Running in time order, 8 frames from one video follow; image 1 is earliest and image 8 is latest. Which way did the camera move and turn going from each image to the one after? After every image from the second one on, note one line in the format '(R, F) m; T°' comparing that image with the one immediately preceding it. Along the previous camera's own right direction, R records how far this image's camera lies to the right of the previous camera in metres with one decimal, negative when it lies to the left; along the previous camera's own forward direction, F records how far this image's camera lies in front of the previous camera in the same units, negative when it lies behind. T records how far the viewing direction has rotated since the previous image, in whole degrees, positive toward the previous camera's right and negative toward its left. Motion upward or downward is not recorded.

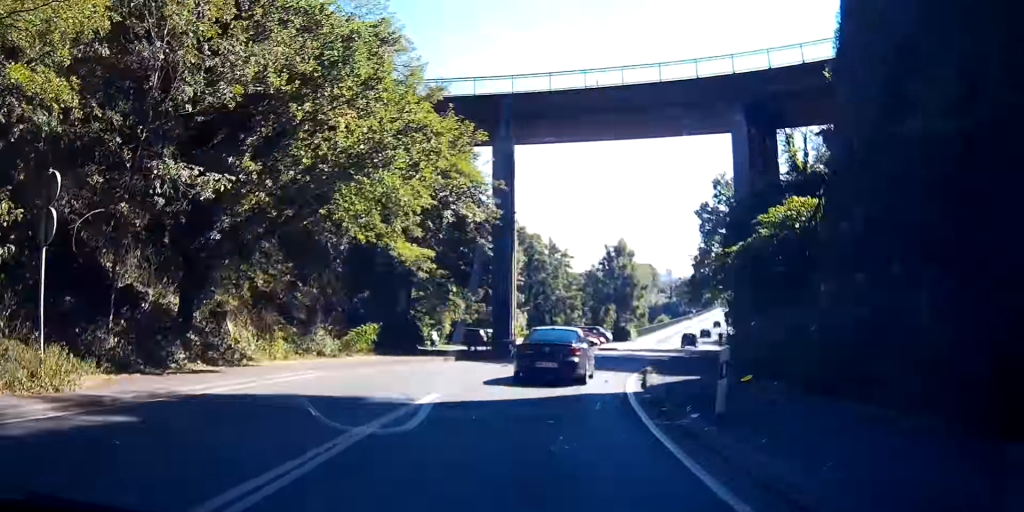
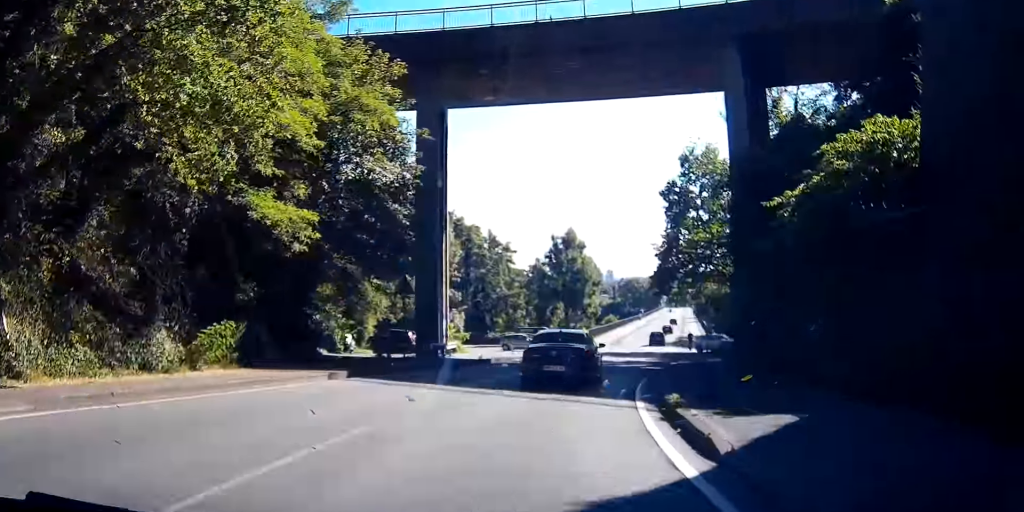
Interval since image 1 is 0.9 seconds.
(0.0, +9.9) m; +4°
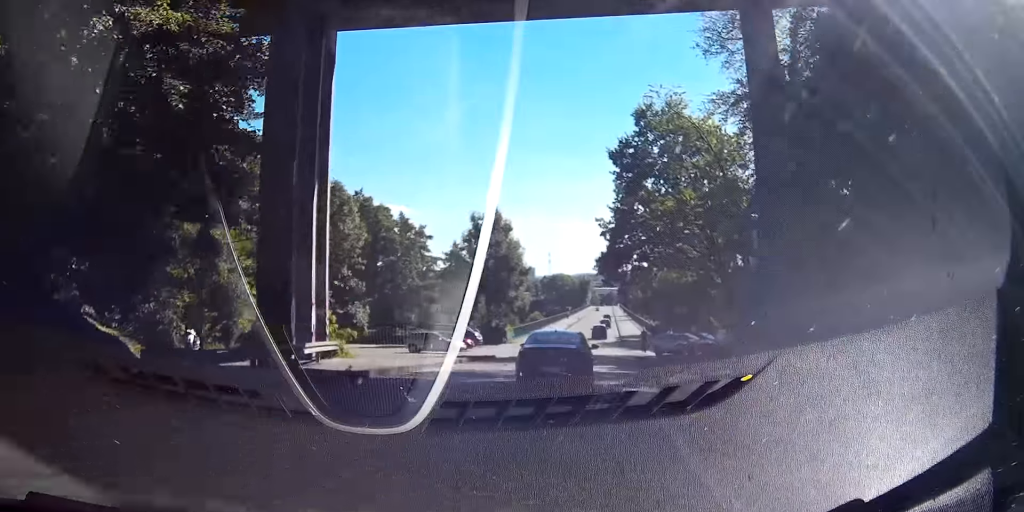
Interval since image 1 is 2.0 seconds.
(+0.9, +11.7) m; +5°
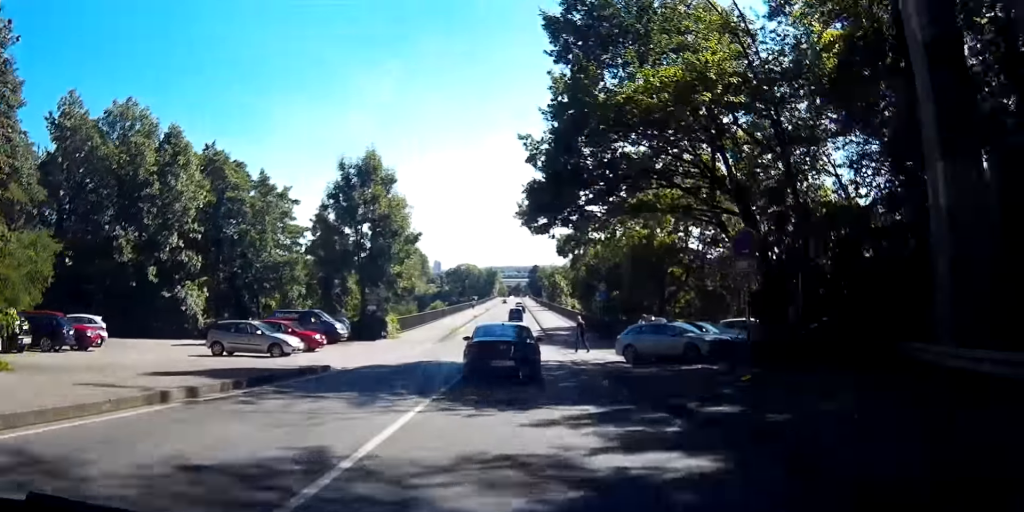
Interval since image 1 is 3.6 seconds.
(+0.6, +19.6) m; +3°
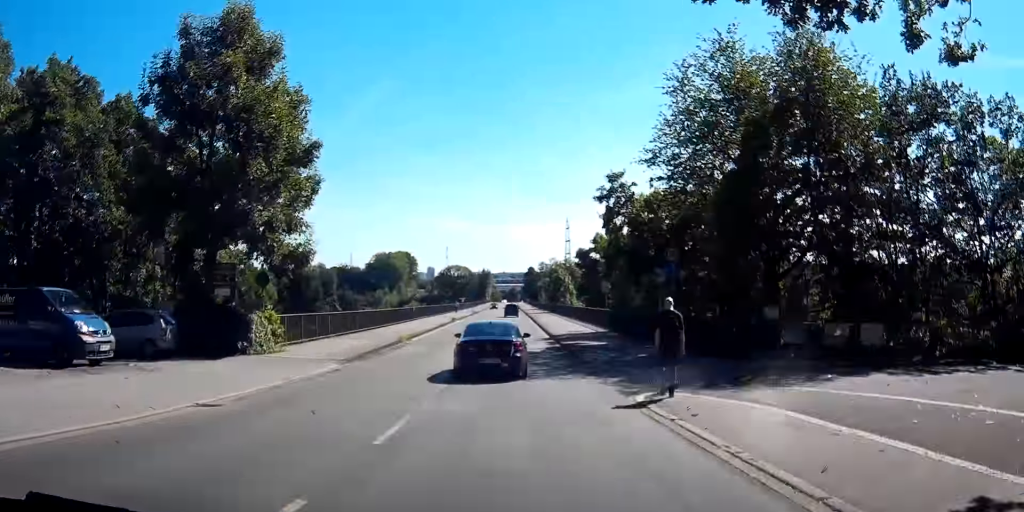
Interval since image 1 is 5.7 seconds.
(+0.3, +27.4) m; +3°
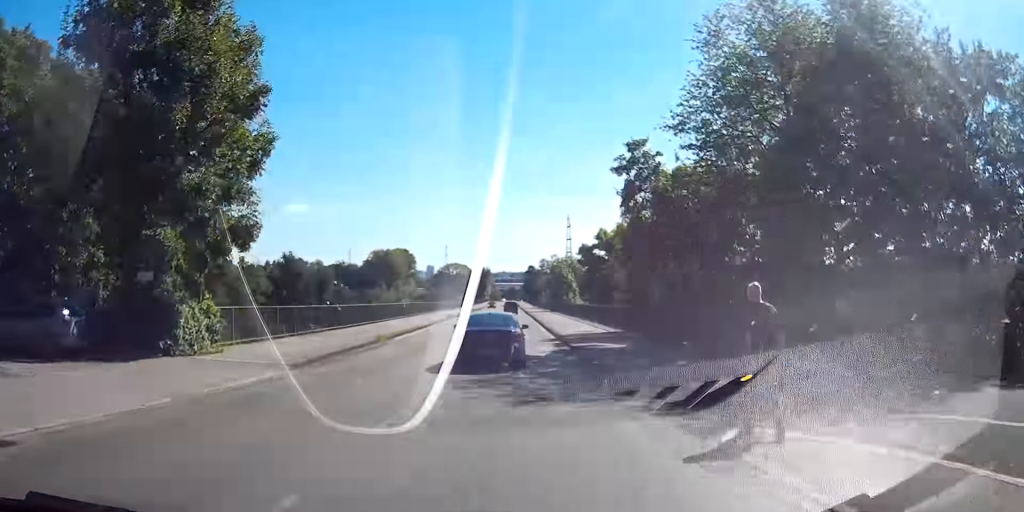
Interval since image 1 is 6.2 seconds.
(+0.2, +6.5) m; +1°
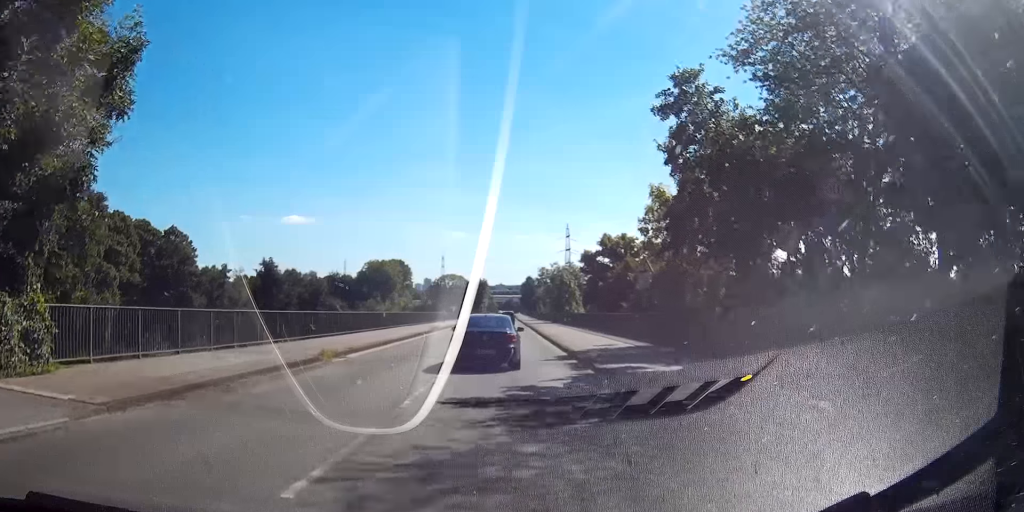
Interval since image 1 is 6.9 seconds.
(+0.3, +9.9) m; +1°
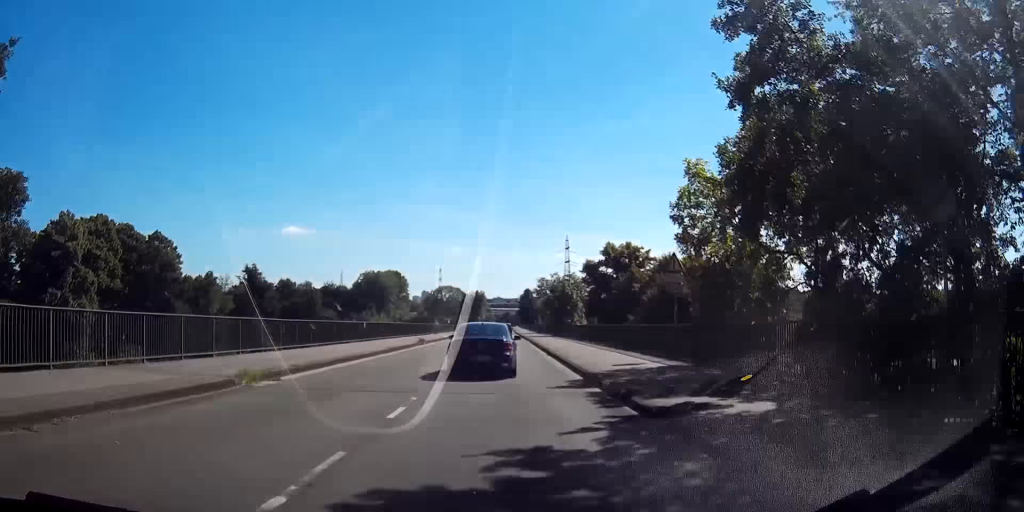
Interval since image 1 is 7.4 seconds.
(-0.1, +7.4) m; 0°
